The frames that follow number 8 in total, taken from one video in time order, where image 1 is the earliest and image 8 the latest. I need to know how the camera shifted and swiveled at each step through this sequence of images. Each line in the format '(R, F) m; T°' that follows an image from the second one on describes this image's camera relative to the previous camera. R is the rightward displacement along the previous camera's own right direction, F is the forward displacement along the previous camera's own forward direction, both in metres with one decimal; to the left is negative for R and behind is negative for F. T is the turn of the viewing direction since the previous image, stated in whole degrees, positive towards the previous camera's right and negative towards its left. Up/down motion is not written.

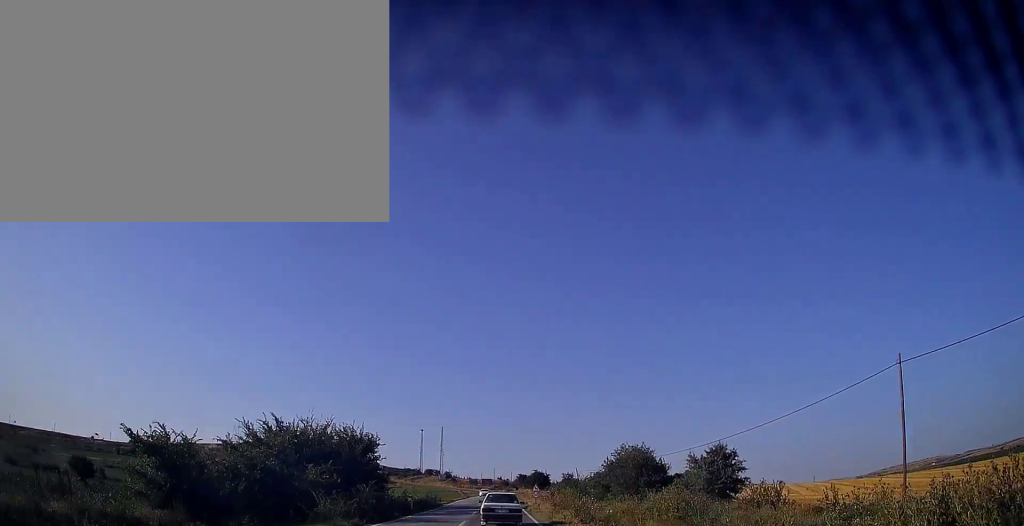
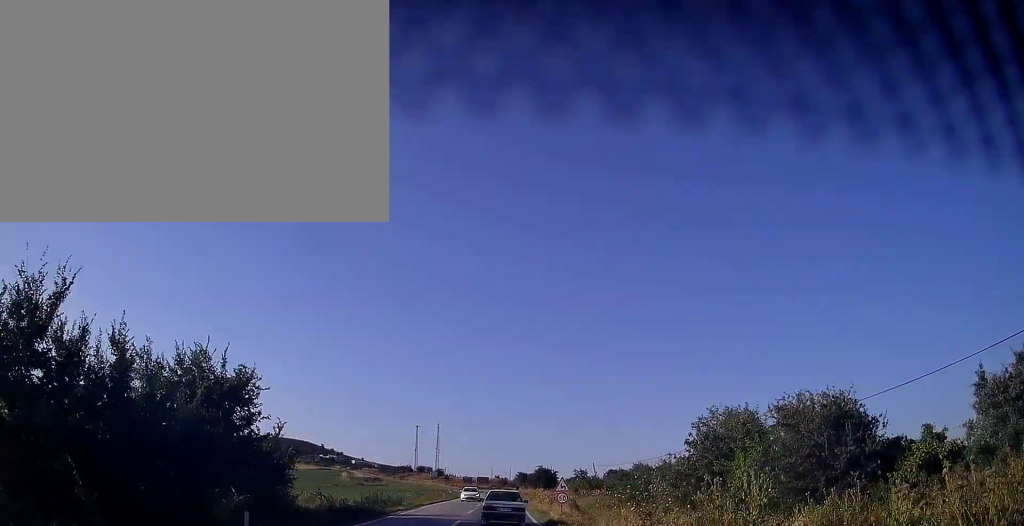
(-0.1, +25.2) m; -1°
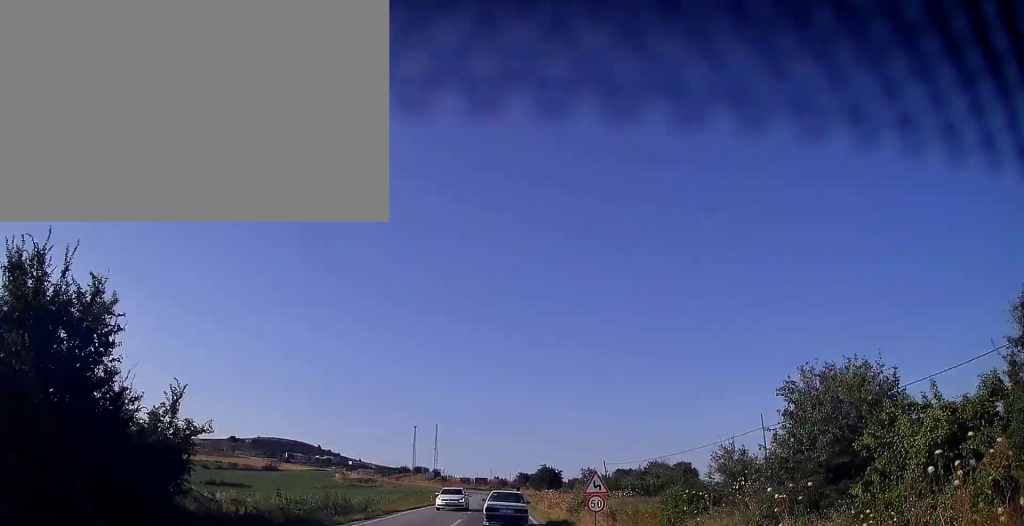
(0.0, +10.1) m; 0°
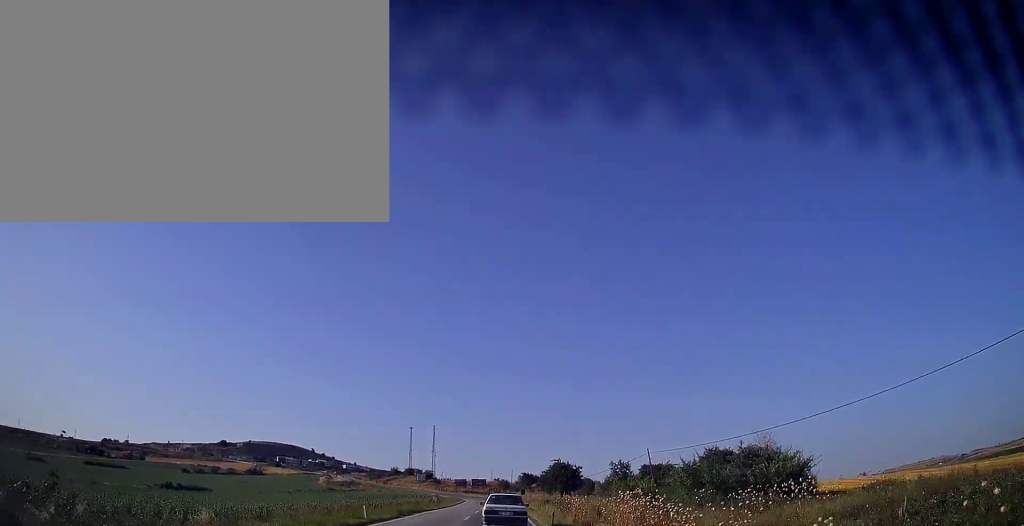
(+0.2, +27.0) m; +1°
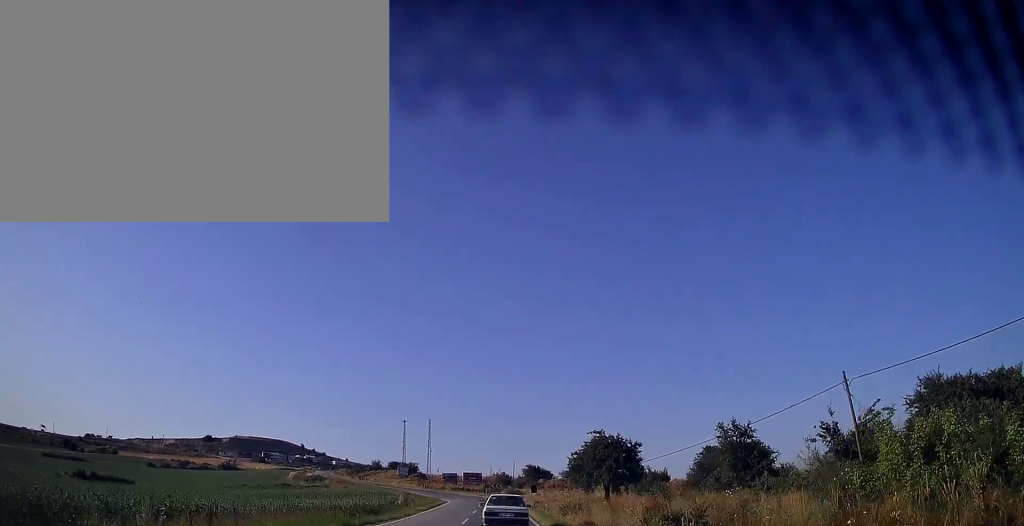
(-0.1, +37.3) m; -1°
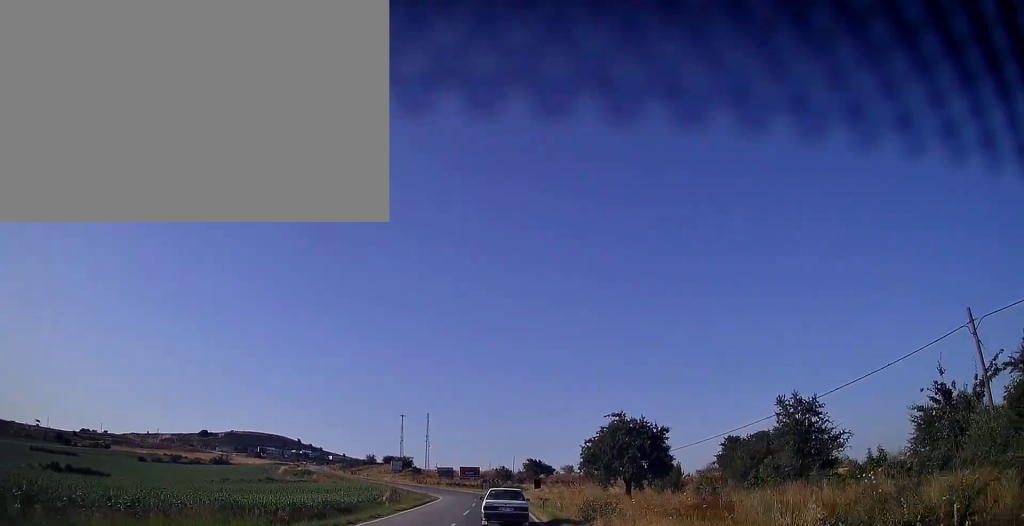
(0.0, +8.1) m; 0°
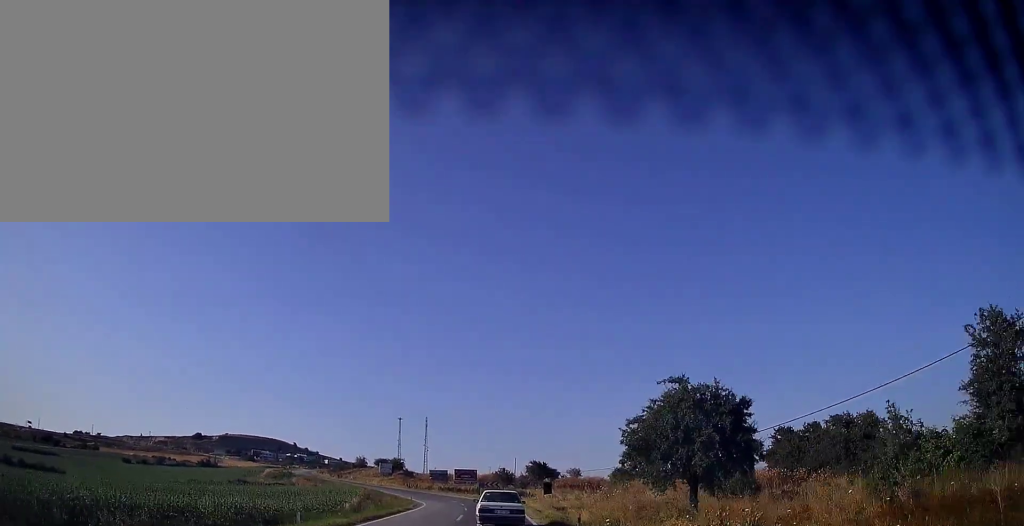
(-0.1, +14.4) m; 0°
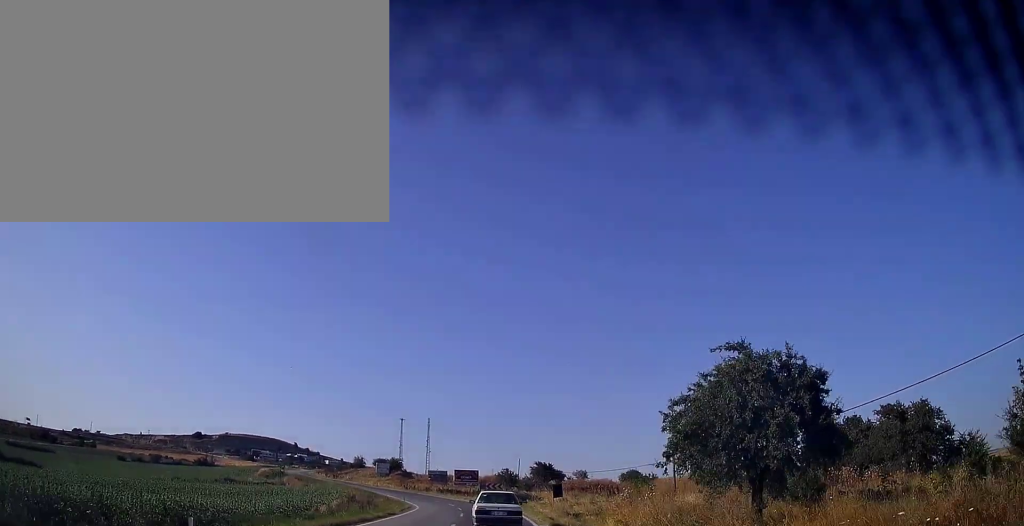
(+0.1, +6.8) m; 0°
